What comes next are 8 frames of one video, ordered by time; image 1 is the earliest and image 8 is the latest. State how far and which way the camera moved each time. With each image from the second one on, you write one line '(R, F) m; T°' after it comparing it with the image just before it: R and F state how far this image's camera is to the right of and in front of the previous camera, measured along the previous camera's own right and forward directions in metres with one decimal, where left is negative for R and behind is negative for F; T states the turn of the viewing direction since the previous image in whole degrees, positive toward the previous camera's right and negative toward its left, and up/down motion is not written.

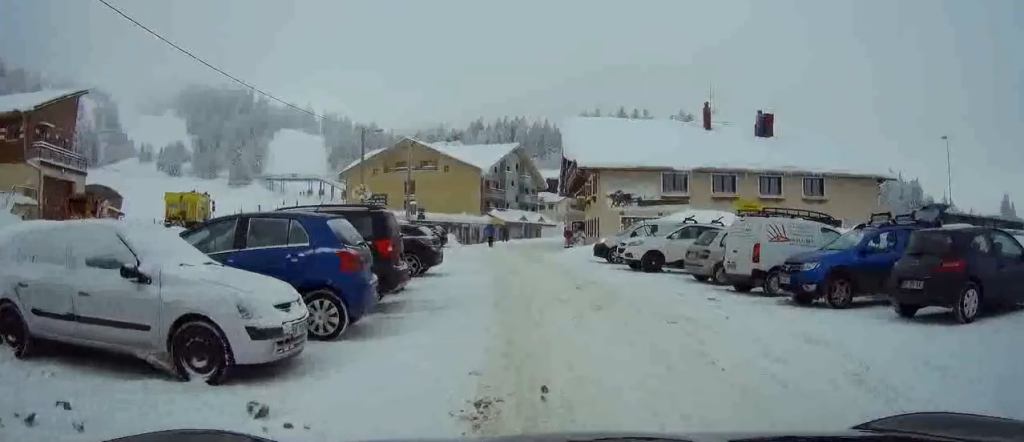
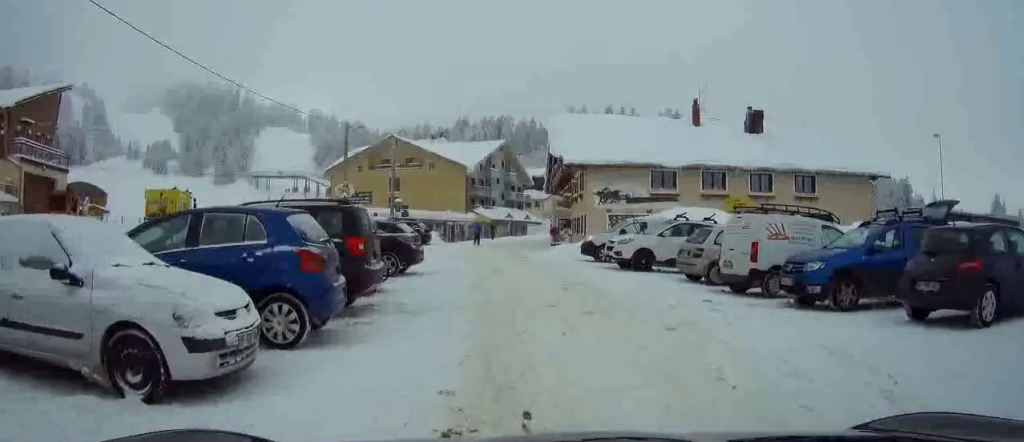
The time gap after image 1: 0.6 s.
(0.0, +0.8) m; +2°
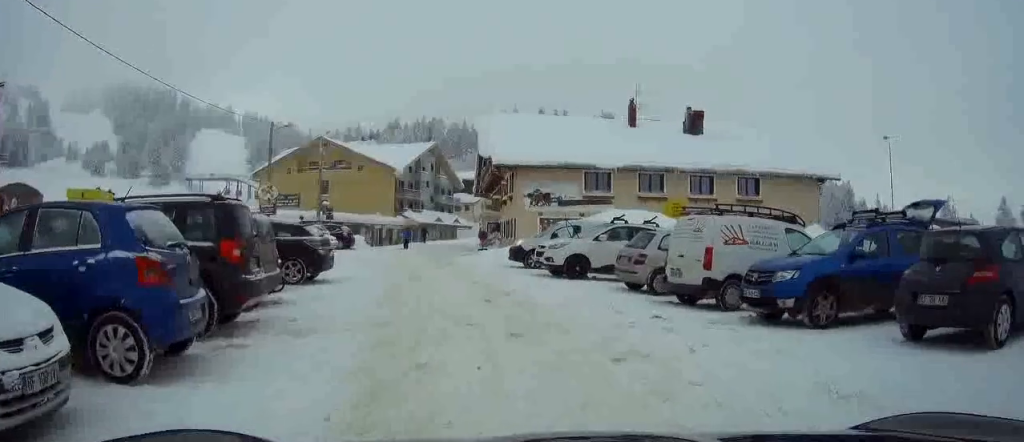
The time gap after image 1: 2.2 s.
(+0.2, +2.0) m; 0°
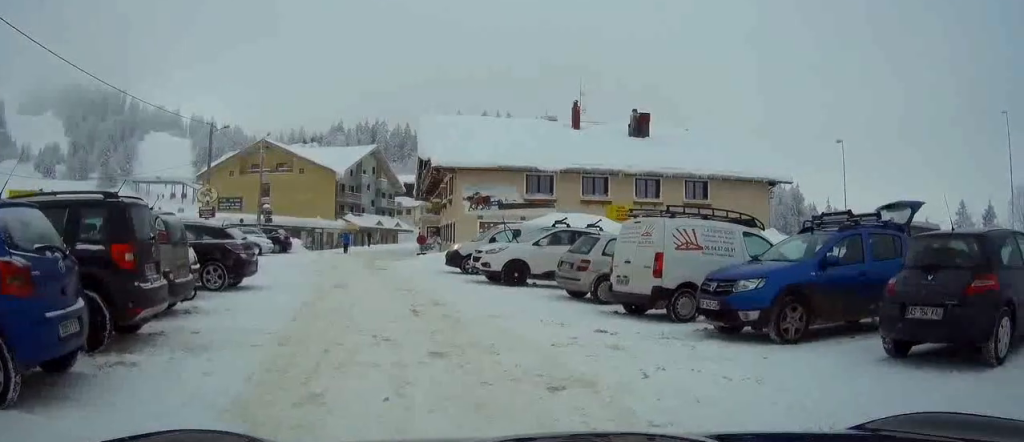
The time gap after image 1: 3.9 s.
(+0.1, +1.3) m; 0°
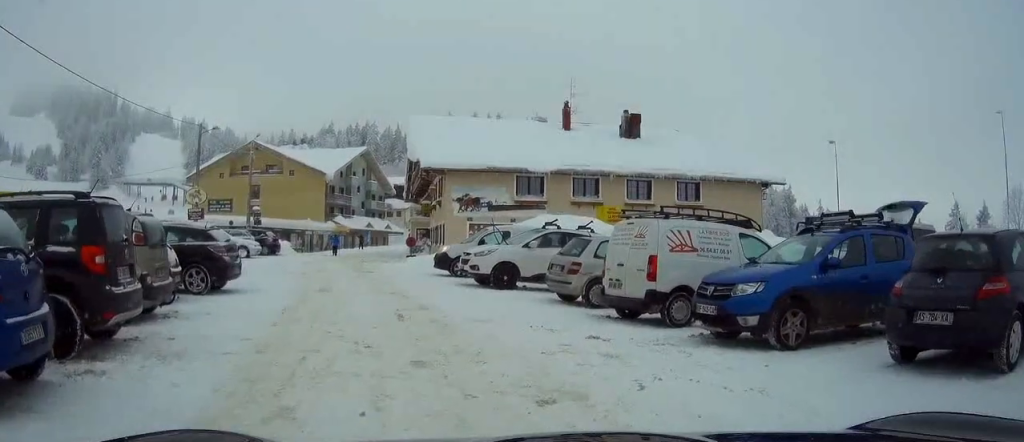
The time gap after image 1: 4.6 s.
(+0.1, +0.4) m; 0°
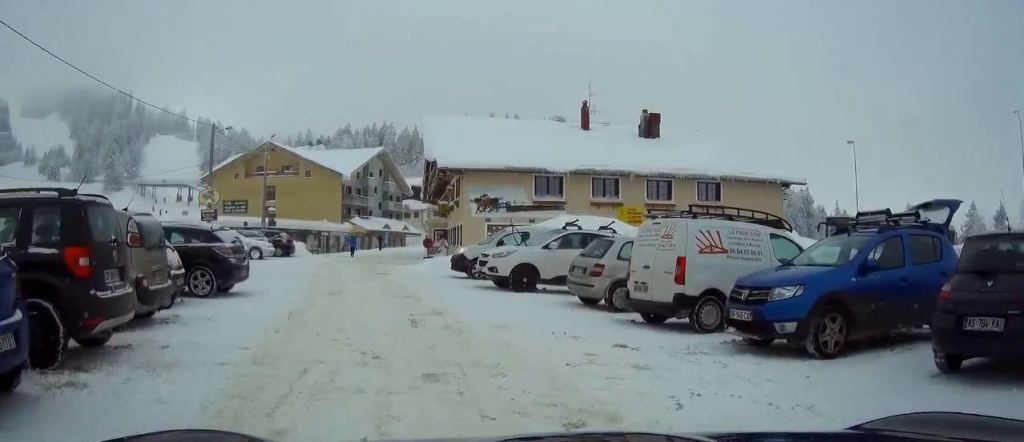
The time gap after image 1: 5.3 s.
(+0.1, +0.5) m; 0°
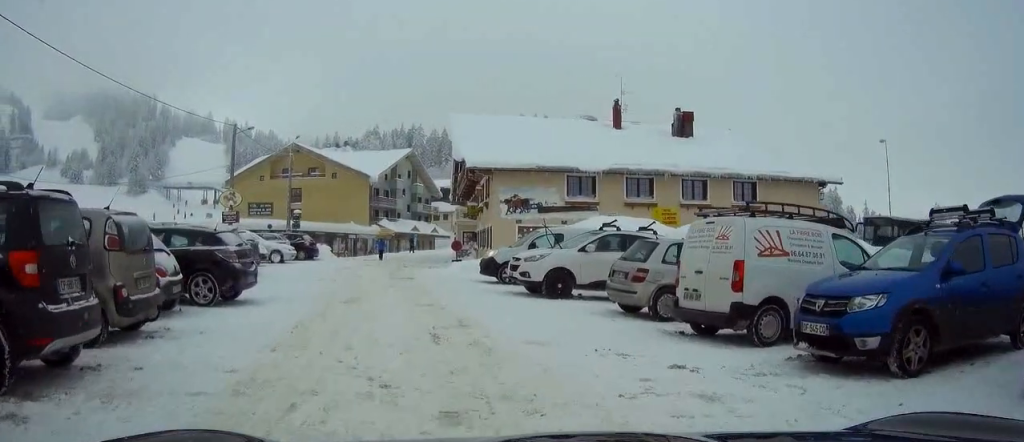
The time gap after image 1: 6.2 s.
(0.0, +1.1) m; 0°
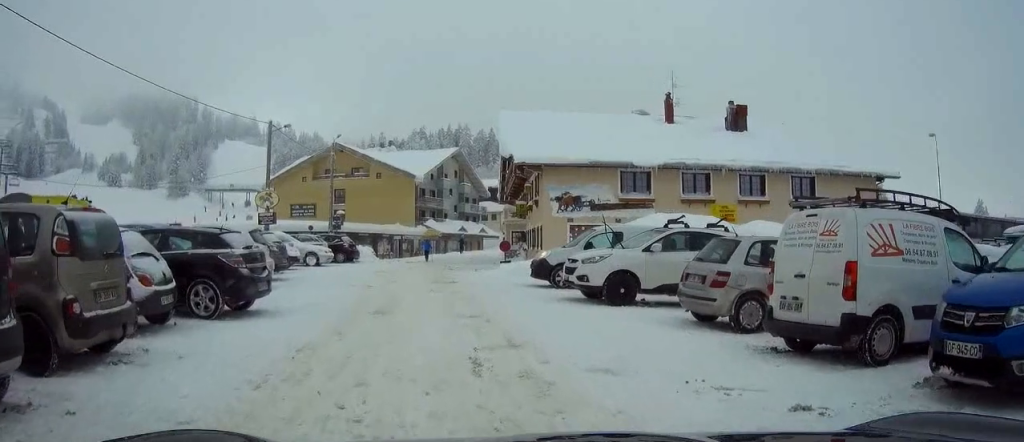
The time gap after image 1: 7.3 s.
(+0.1, +1.6) m; -5°
